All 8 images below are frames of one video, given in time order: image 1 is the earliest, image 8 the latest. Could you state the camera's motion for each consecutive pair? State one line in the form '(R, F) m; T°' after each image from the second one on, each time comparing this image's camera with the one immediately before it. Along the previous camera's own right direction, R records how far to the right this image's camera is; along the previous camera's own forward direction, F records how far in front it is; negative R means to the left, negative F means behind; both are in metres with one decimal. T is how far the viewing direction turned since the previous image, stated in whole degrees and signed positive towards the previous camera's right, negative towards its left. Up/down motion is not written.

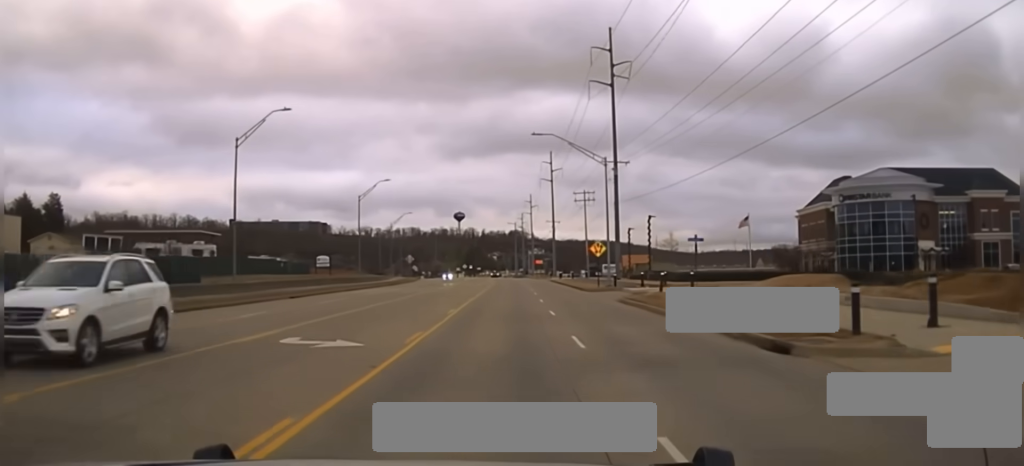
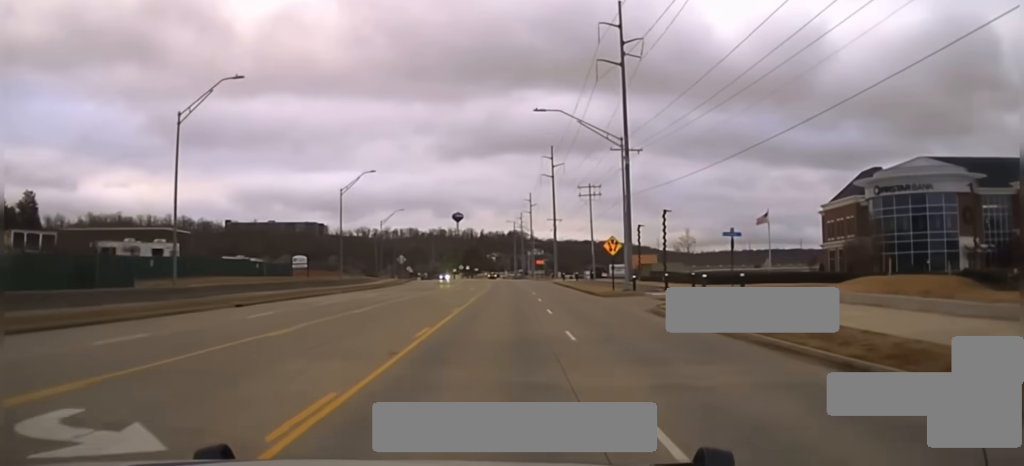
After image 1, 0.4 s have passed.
(+0.1, +11.2) m; +1°
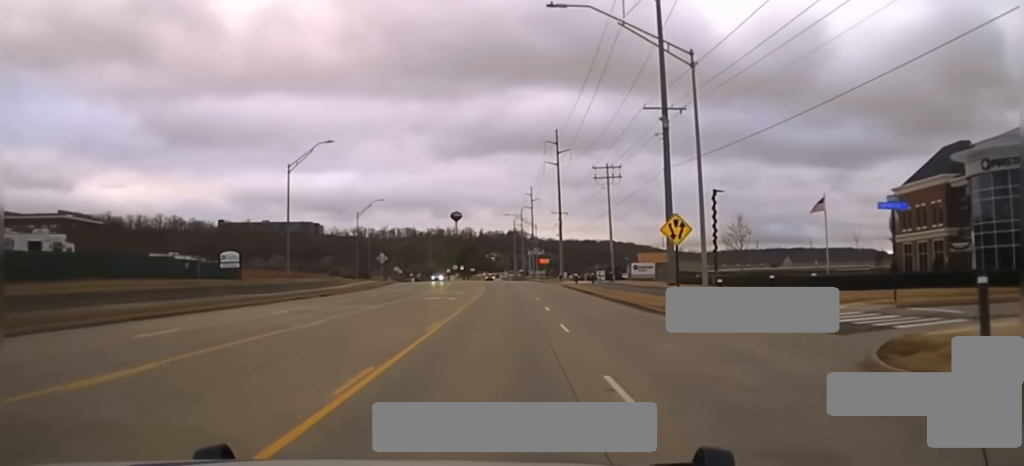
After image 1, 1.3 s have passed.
(+0.3, +22.4) m; +1°
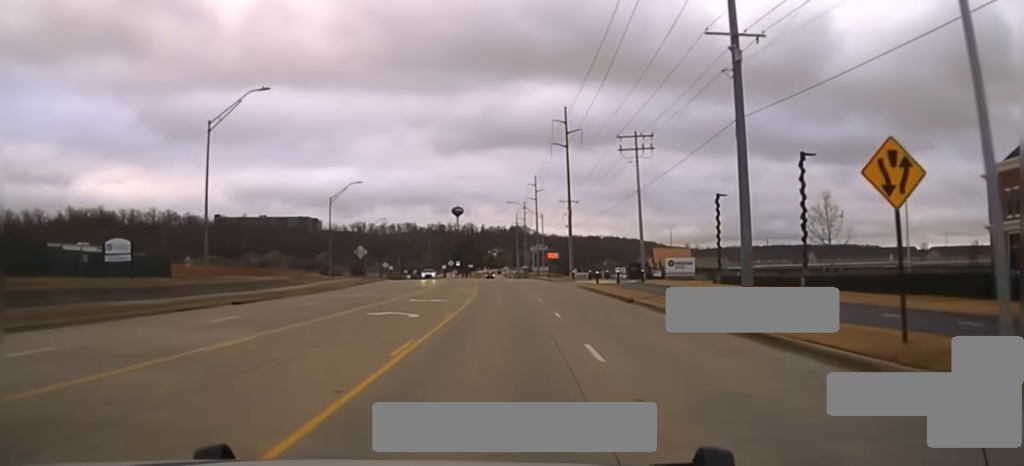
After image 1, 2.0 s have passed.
(+0.1, +18.2) m; 0°
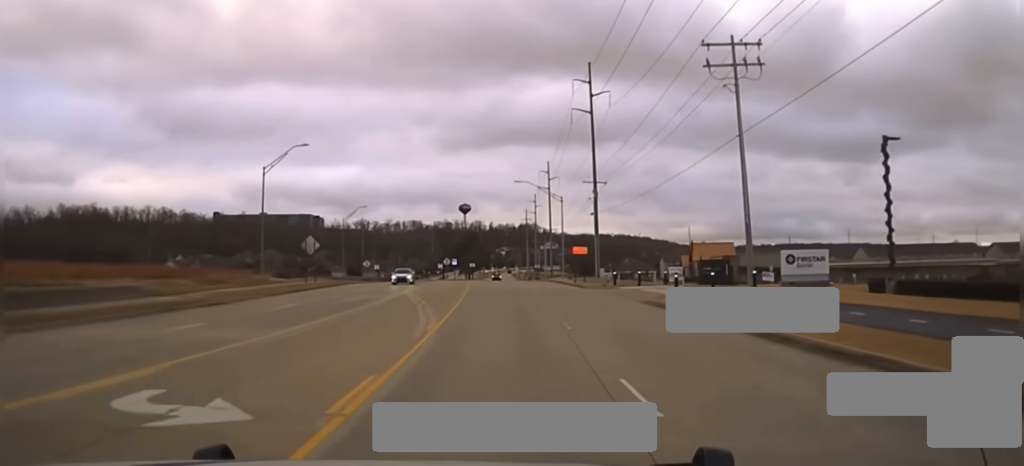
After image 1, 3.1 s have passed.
(-0.2, +28.0) m; -1°
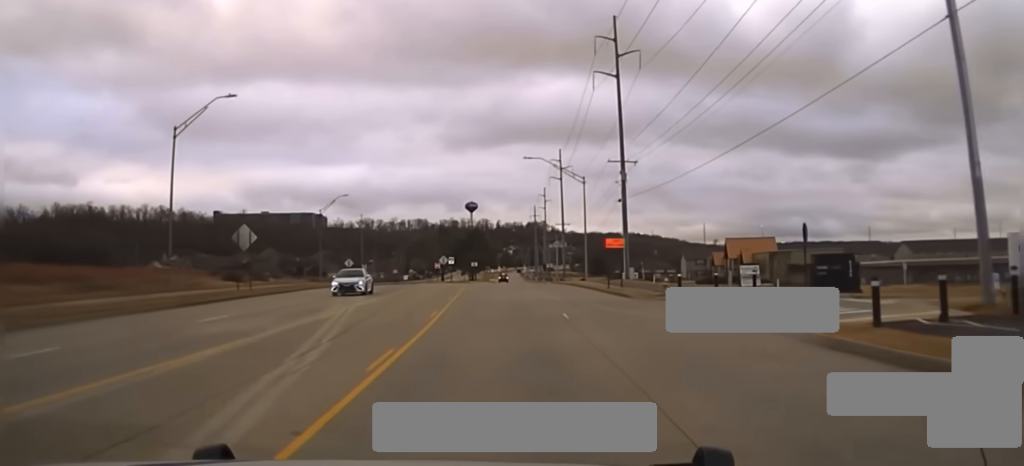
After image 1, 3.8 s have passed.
(-0.1, +21.2) m; -1°
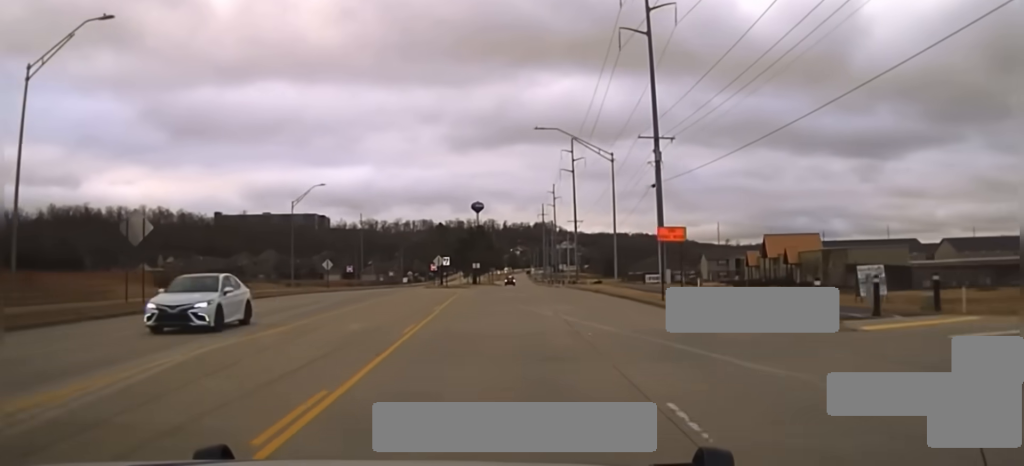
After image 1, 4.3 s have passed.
(-0.2, +17.3) m; -2°
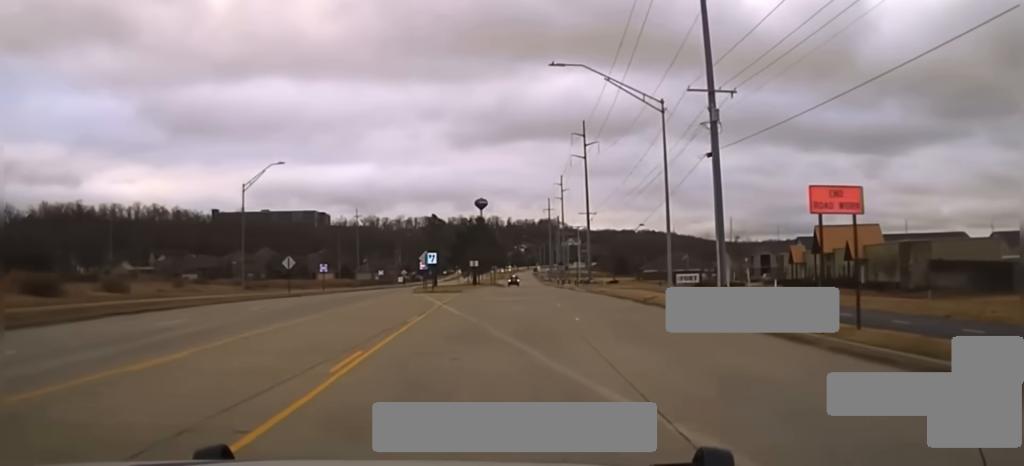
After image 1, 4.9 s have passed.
(-0.1, +19.8) m; -1°
